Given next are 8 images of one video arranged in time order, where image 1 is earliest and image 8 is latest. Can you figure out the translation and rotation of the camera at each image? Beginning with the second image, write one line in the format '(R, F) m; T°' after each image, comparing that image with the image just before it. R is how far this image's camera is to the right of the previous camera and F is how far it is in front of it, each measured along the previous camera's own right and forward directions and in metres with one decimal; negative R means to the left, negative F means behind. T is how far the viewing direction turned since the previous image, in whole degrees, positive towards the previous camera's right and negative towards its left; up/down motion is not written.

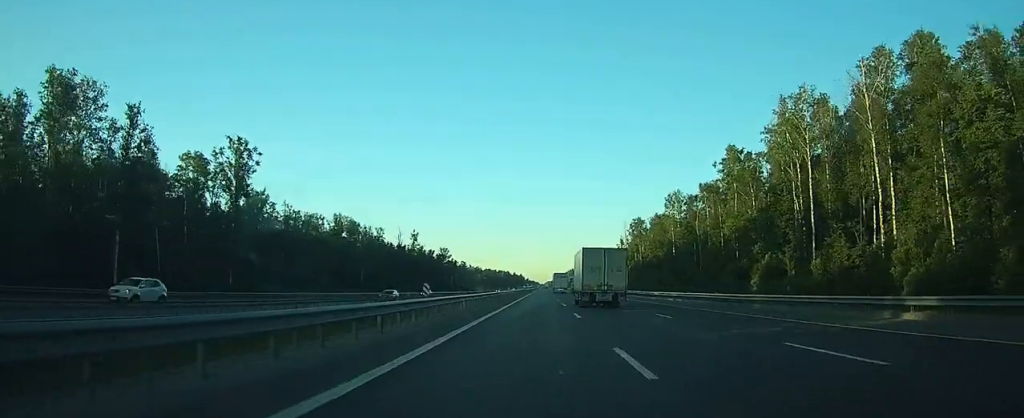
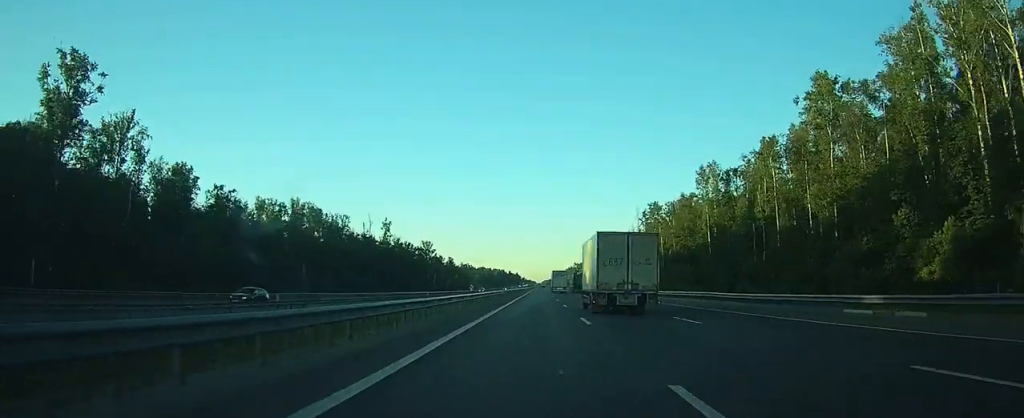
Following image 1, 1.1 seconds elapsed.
(+0.1, +36.5) m; 0°
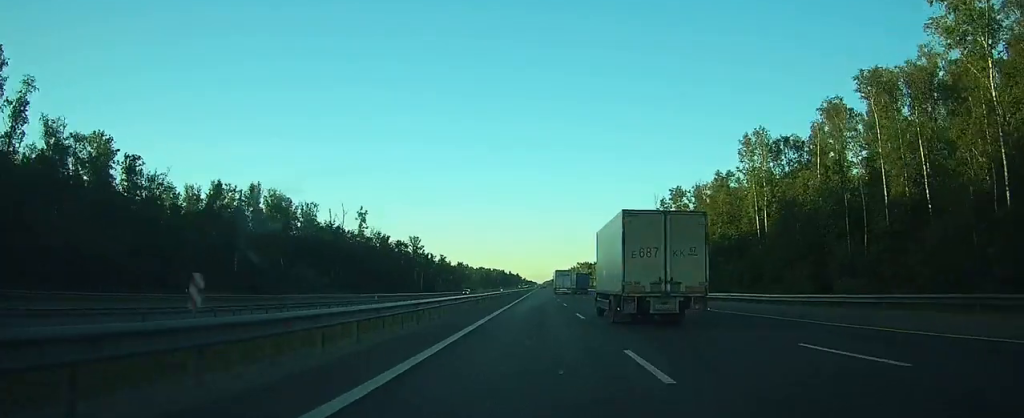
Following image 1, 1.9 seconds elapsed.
(+0.1, +27.7) m; 0°
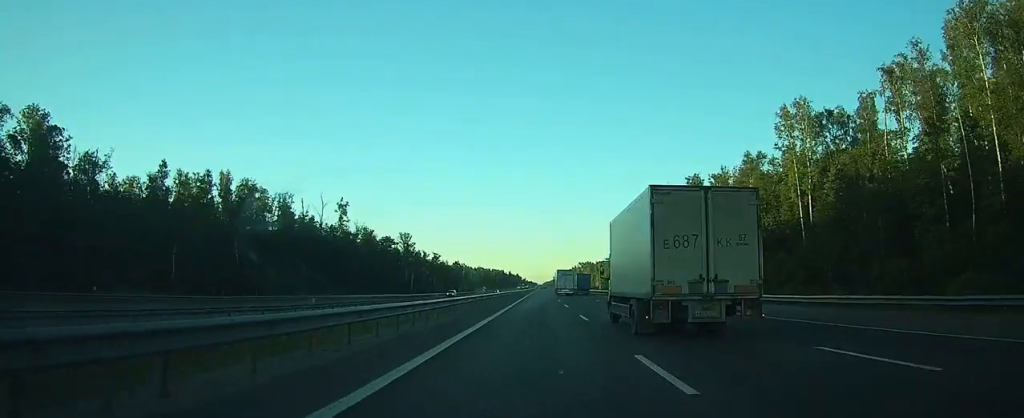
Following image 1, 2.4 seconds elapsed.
(0.0, +16.6) m; 0°
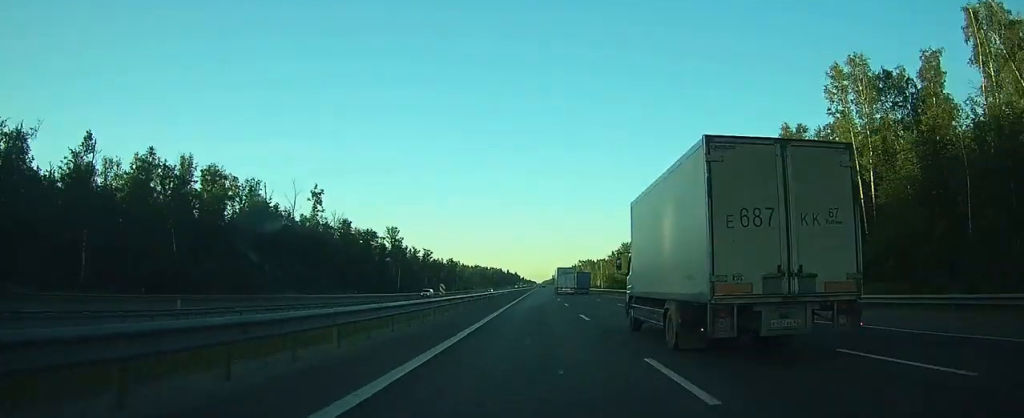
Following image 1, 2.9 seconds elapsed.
(0.0, +16.7) m; 0°
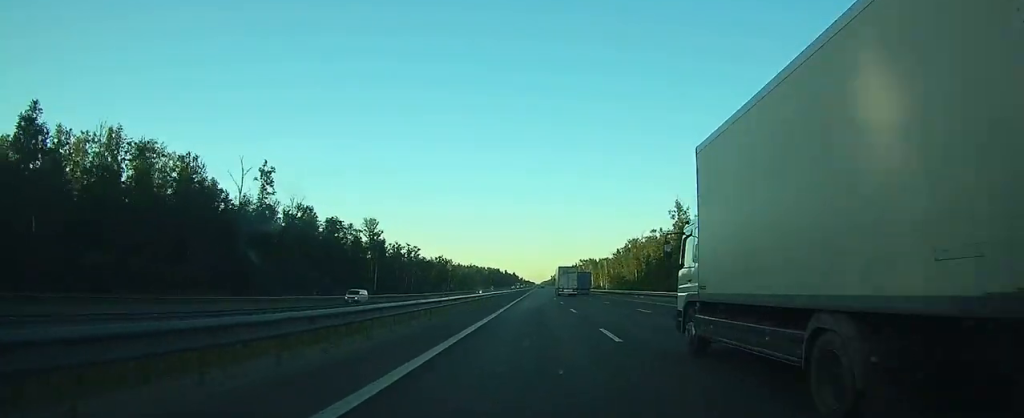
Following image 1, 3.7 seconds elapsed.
(0.0, +24.5) m; 0°
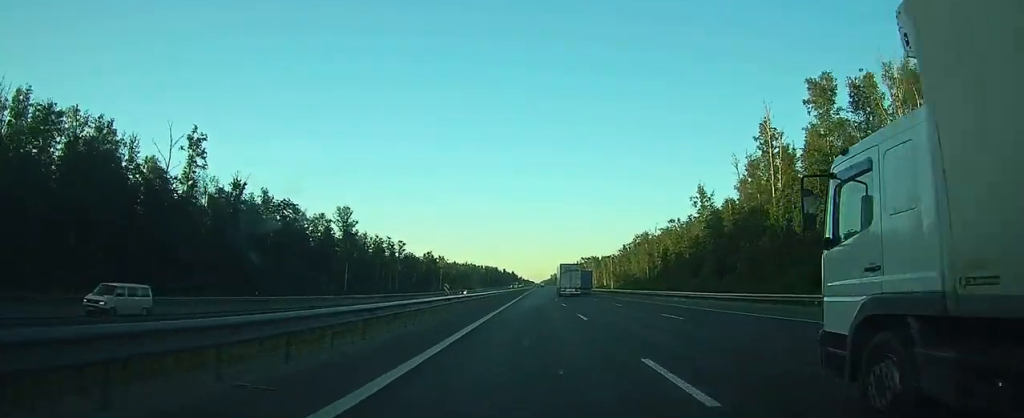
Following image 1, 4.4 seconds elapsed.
(0.0, +23.4) m; 0°
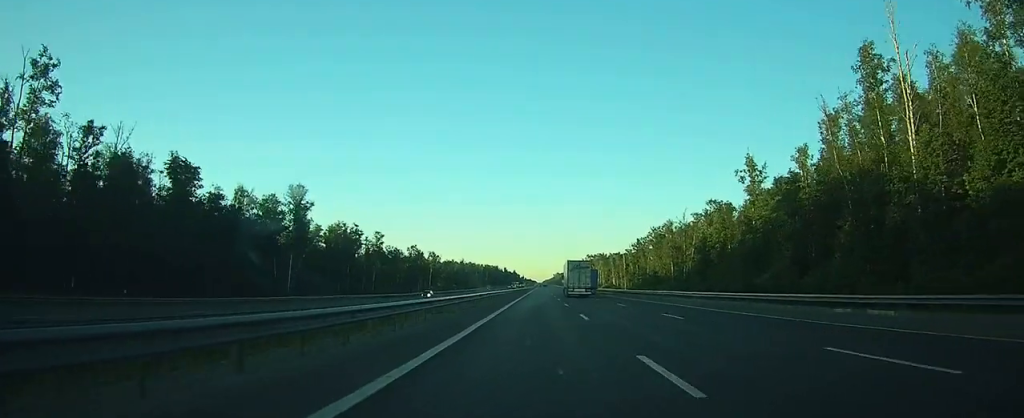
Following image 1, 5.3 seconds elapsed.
(0.0, +31.3) m; 0°
